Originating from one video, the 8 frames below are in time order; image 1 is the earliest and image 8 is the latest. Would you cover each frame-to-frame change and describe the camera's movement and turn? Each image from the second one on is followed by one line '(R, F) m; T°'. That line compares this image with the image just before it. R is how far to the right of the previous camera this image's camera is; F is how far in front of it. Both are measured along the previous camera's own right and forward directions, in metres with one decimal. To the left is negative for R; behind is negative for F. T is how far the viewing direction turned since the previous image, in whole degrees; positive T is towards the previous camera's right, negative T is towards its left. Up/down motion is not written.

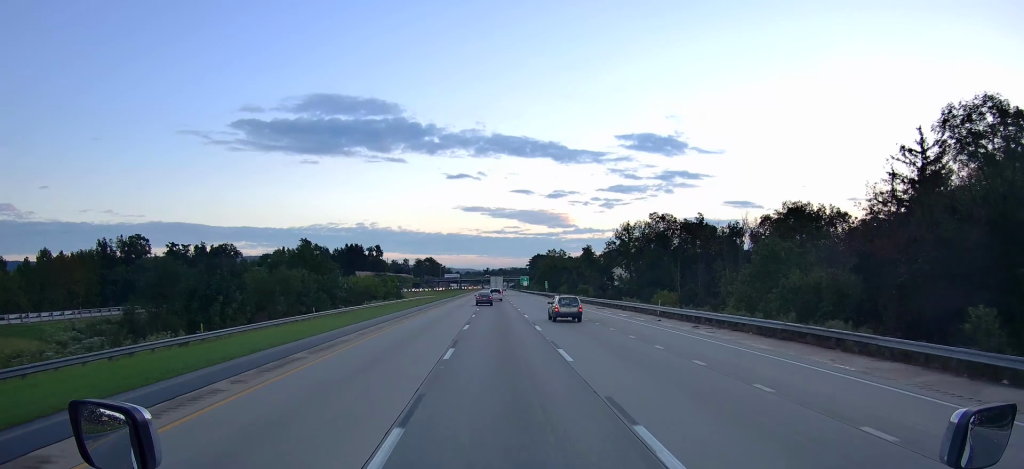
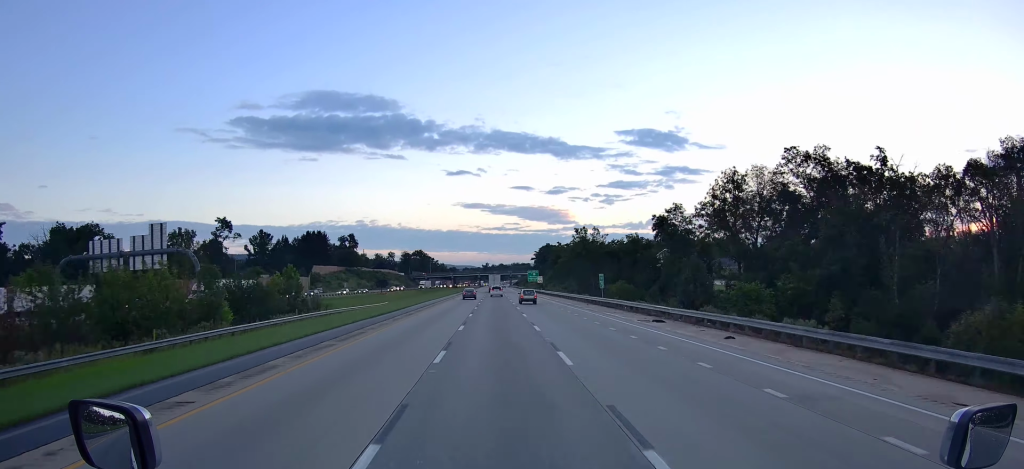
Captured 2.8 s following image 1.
(+0.2, +74.5) m; 0°
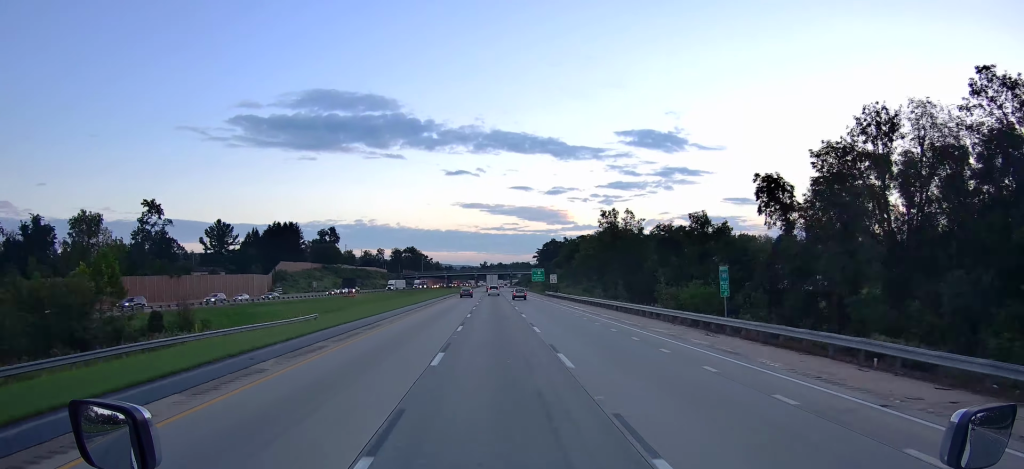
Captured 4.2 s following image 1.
(+0.2, +37.3) m; 0°
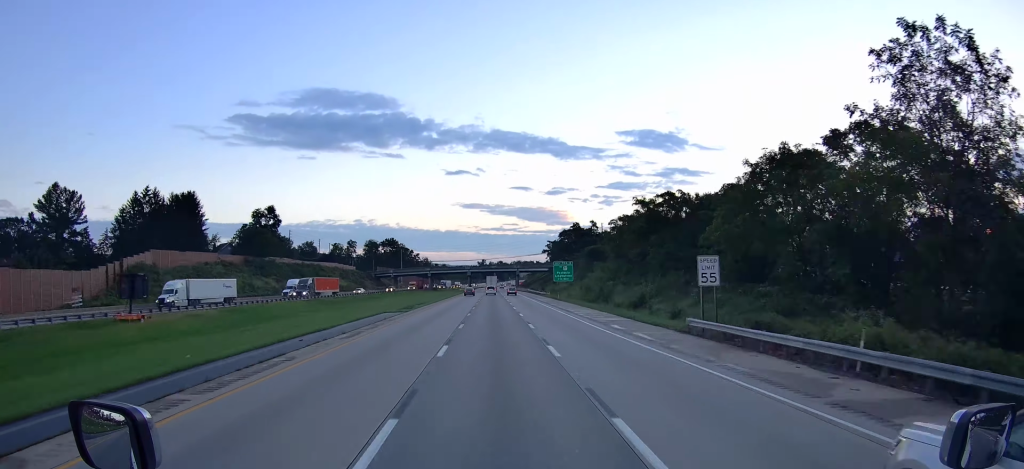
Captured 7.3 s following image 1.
(-0.3, +83.3) m; 0°
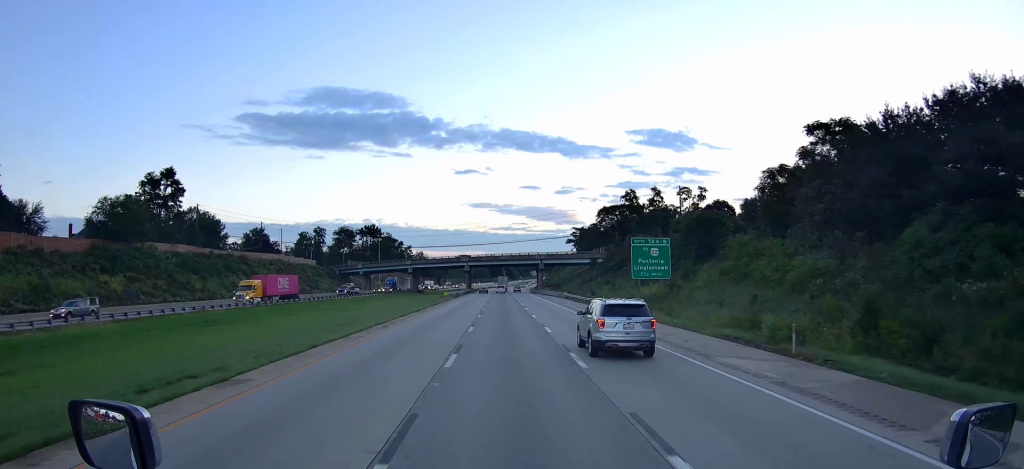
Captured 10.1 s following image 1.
(0.0, +75.6) m; 0°
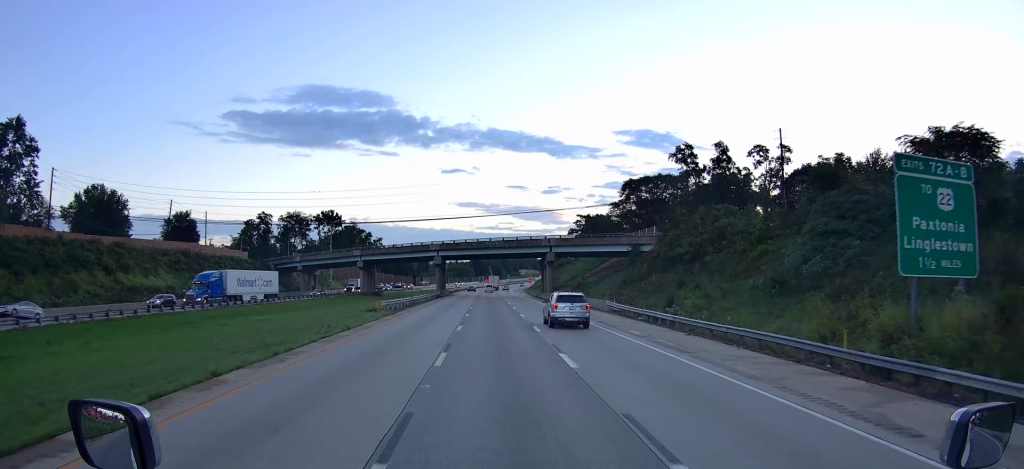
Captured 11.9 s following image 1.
(0.0, +48.8) m; 0°
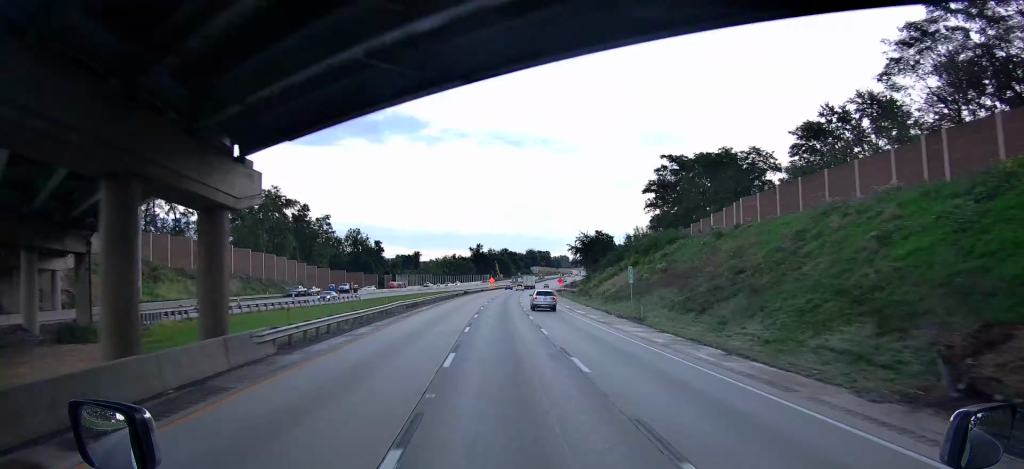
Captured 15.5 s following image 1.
(-0.3, +97.8) m; +1°
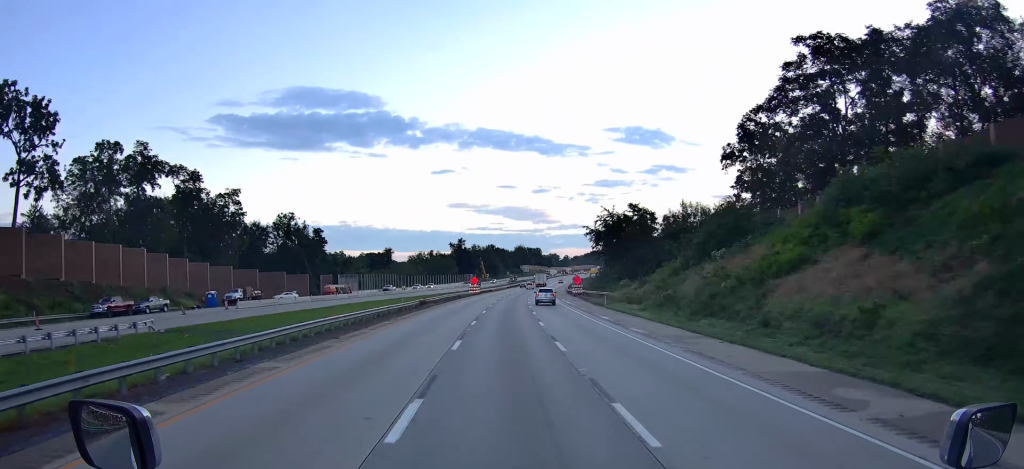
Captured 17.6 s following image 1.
(+0.3, +57.1) m; +1°
